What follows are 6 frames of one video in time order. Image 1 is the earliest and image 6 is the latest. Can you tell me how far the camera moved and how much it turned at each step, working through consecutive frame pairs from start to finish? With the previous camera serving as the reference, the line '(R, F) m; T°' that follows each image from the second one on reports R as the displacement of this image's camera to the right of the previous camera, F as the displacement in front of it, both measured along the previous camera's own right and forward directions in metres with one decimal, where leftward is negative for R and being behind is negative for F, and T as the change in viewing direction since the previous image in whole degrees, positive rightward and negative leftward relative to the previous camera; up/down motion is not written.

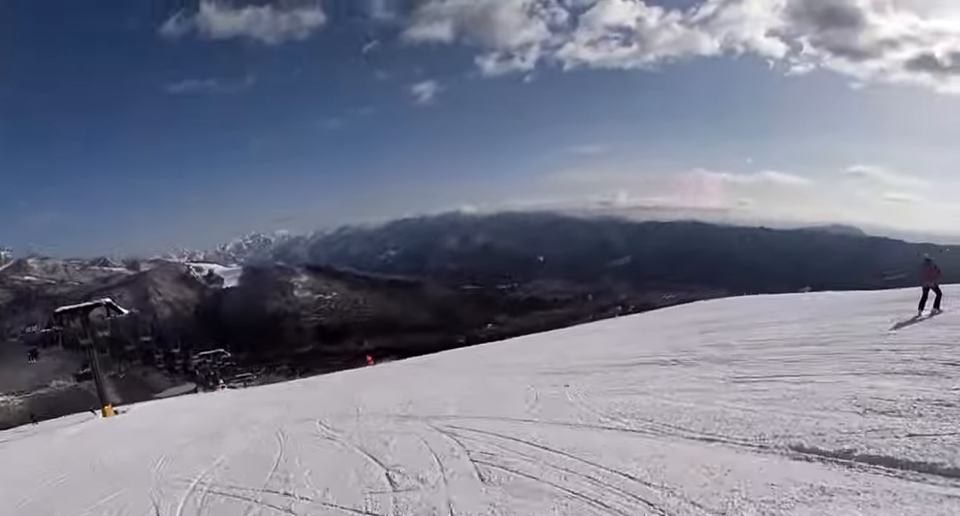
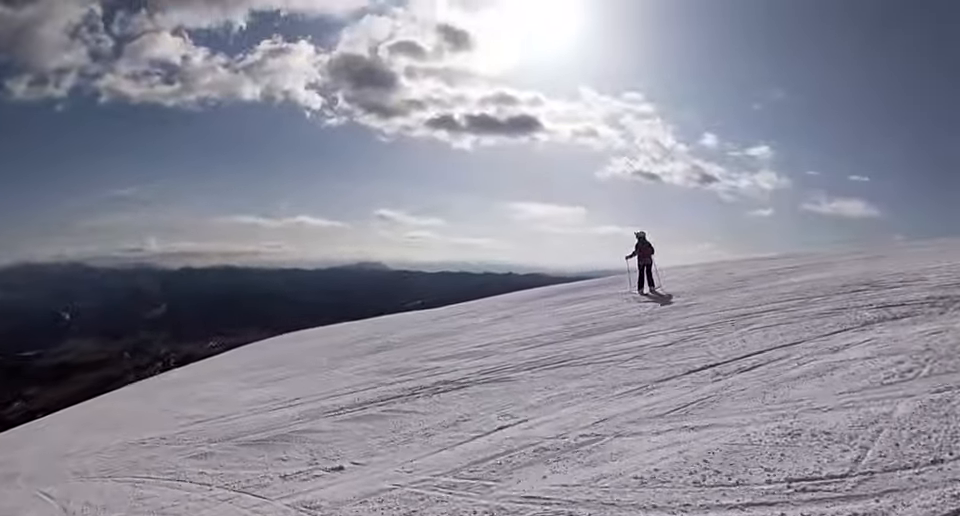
(+0.8, +5.5) m; +24°
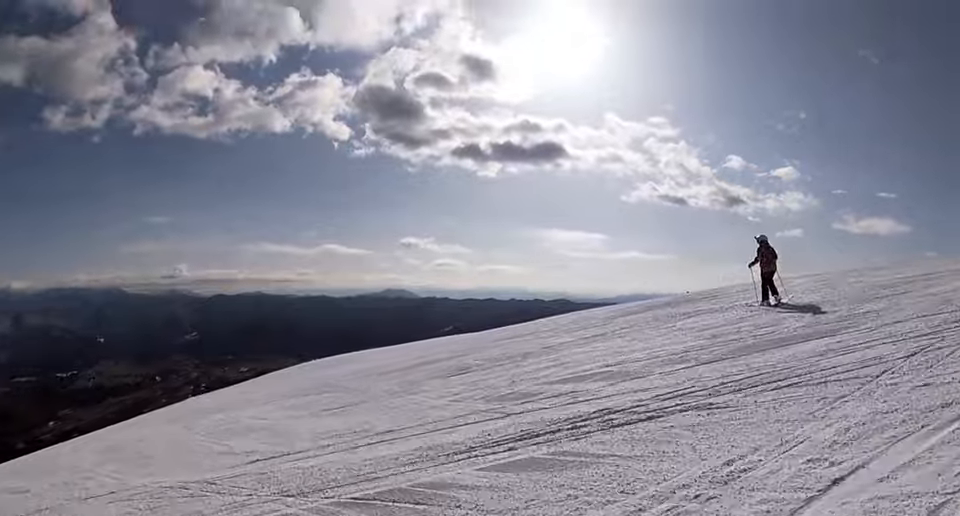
(+0.6, +2.4) m; +15°
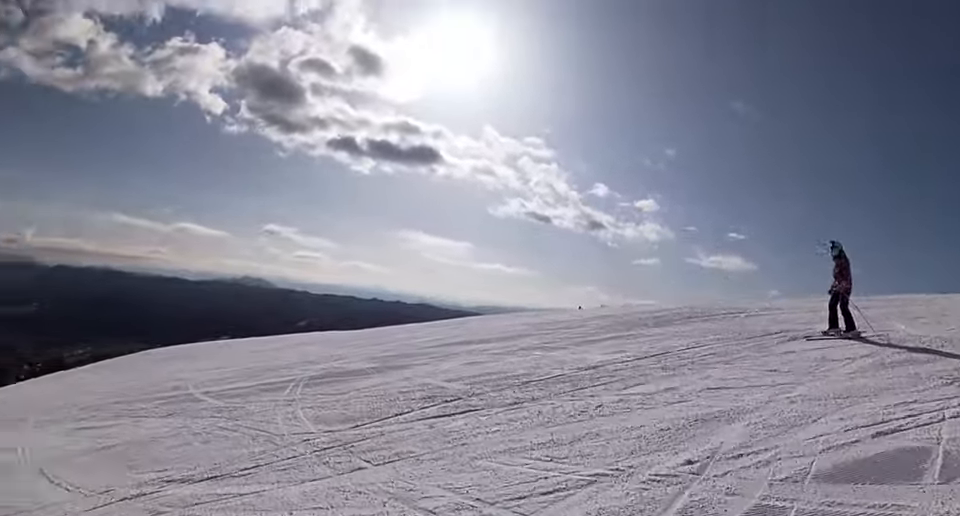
(+2.6, +6.6) m; +20°
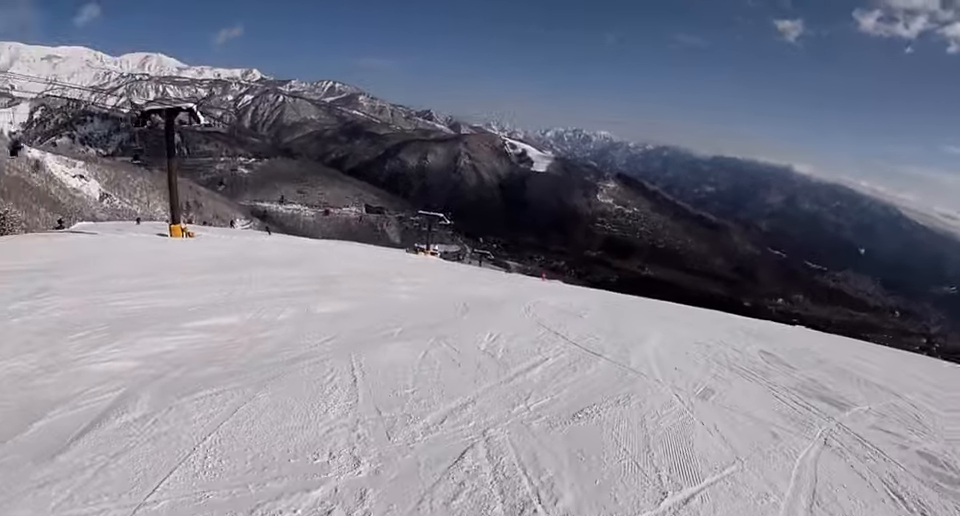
(-5.1, +6.9) m; -85°
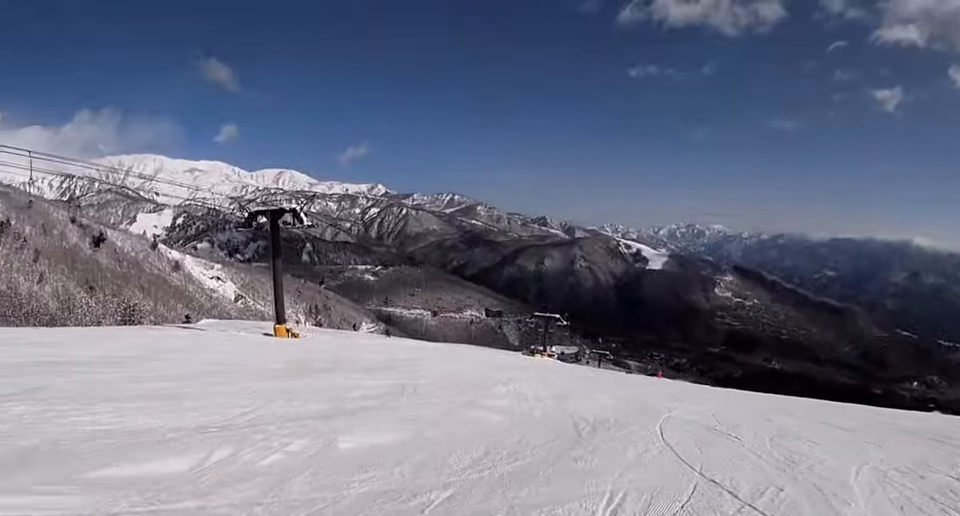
(-1.6, +4.5) m; -19°
